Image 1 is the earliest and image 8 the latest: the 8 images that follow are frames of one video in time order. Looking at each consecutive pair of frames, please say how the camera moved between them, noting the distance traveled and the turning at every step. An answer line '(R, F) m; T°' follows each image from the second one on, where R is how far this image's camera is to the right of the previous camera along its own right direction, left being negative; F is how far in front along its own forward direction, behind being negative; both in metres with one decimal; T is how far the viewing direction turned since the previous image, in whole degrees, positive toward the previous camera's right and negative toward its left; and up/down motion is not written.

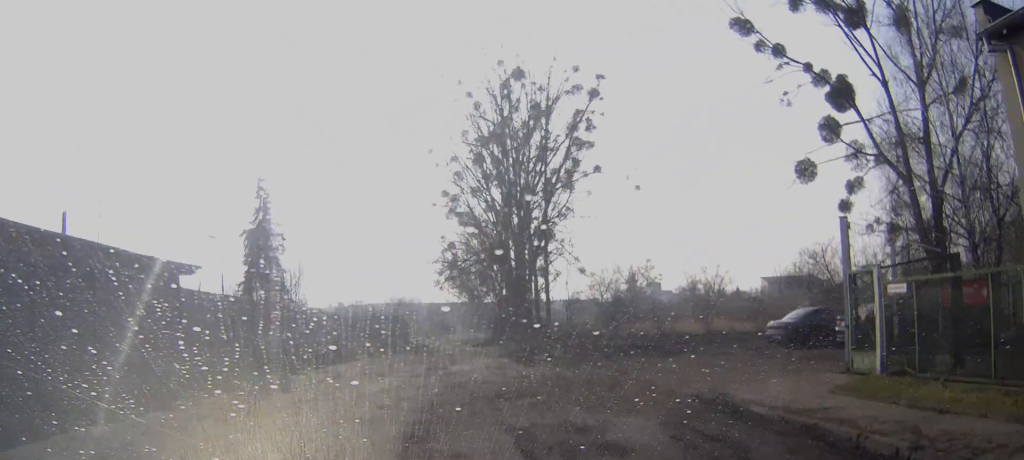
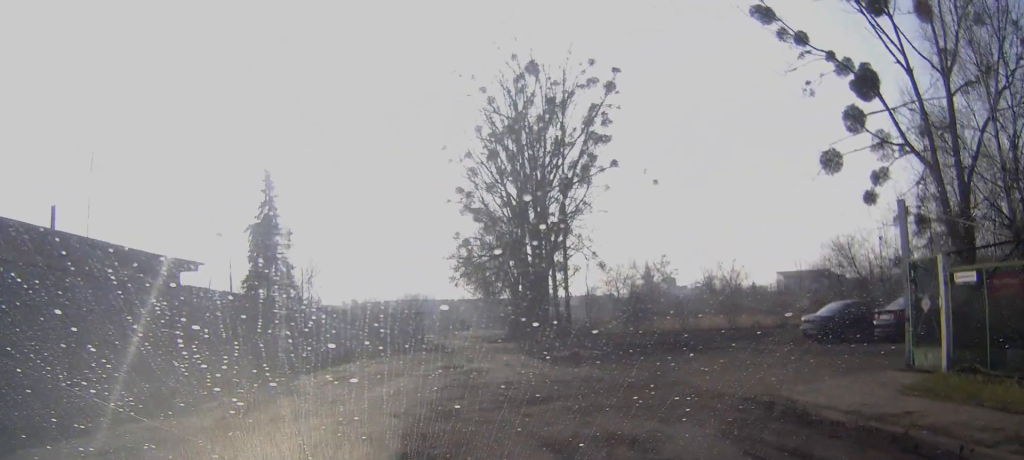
(0.0, +1.5) m; 0°
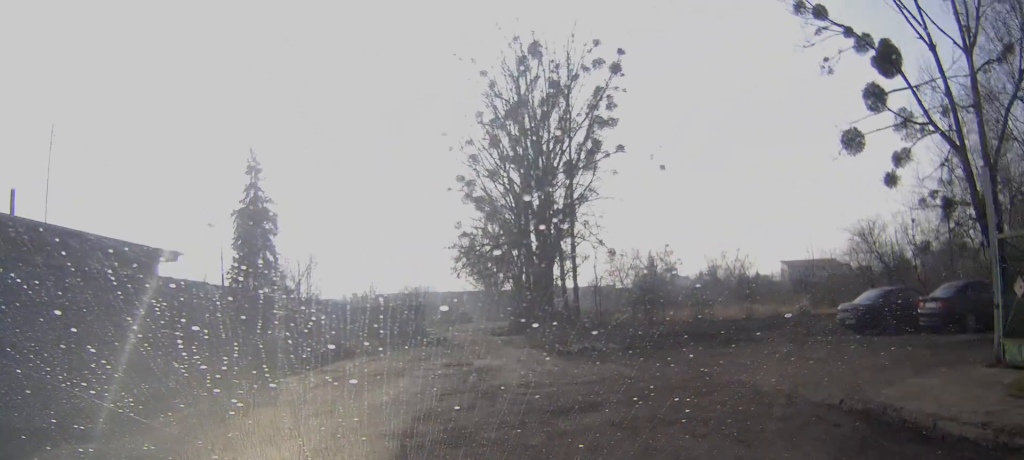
(0.0, +2.3) m; +1°
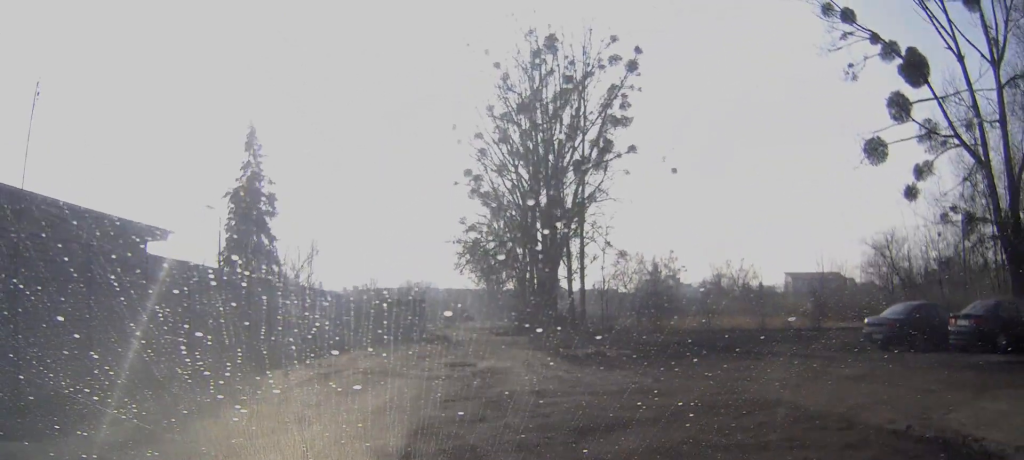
(0.0, +1.4) m; +1°
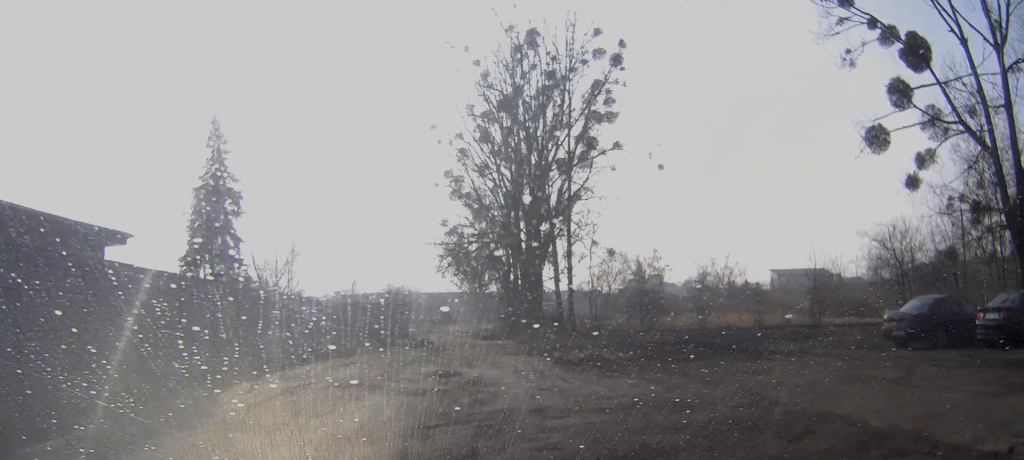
(+0.1, +2.0) m; +1°
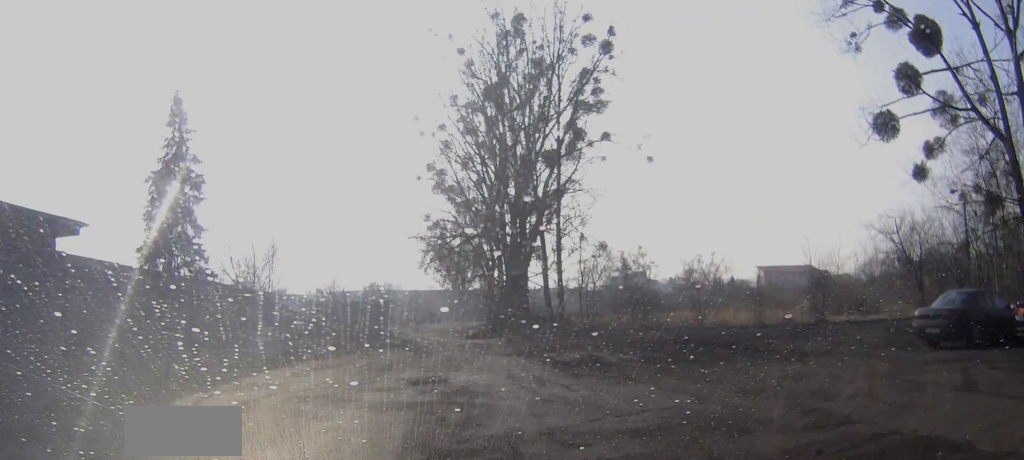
(0.0, +2.2) m; 0°
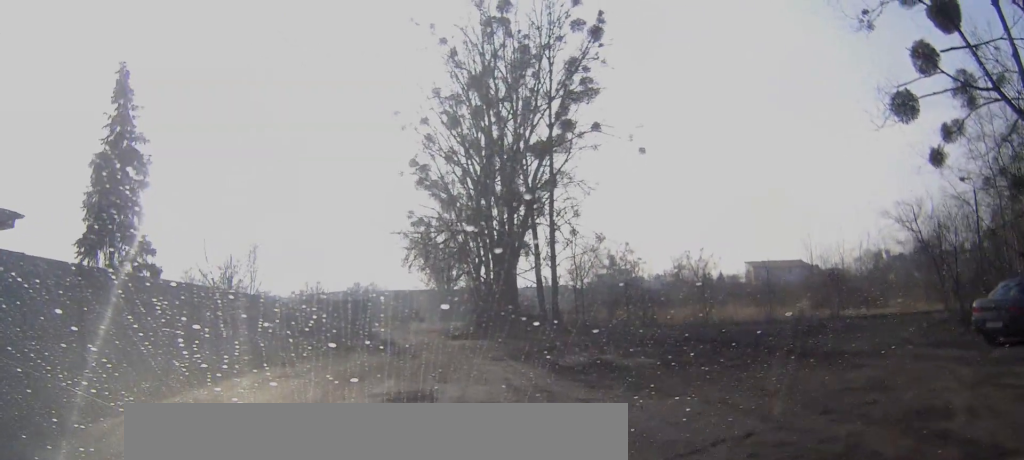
(0.0, +2.8) m; +1°
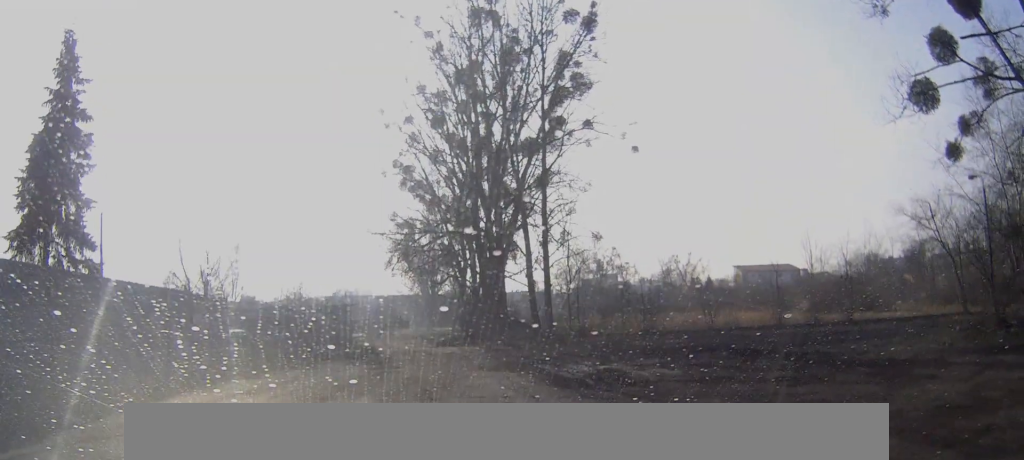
(+0.1, +2.5) m; +1°
